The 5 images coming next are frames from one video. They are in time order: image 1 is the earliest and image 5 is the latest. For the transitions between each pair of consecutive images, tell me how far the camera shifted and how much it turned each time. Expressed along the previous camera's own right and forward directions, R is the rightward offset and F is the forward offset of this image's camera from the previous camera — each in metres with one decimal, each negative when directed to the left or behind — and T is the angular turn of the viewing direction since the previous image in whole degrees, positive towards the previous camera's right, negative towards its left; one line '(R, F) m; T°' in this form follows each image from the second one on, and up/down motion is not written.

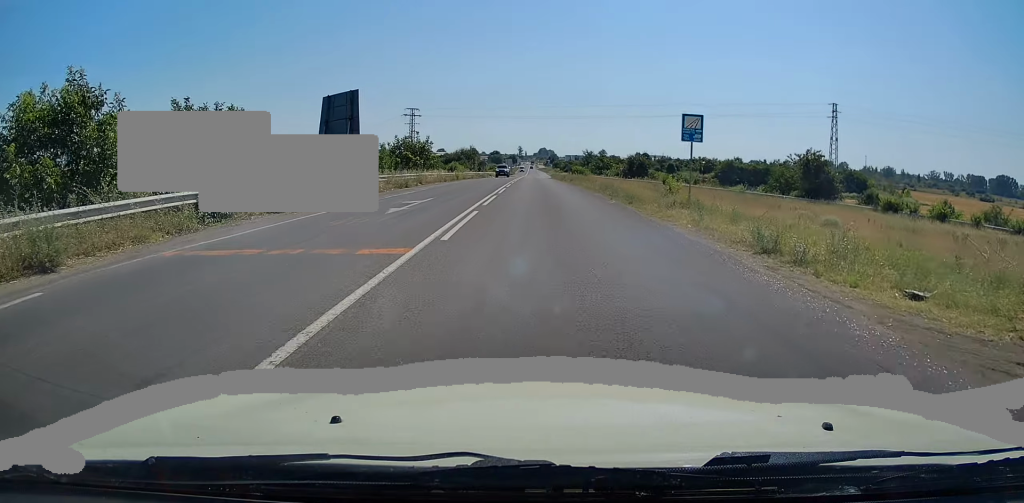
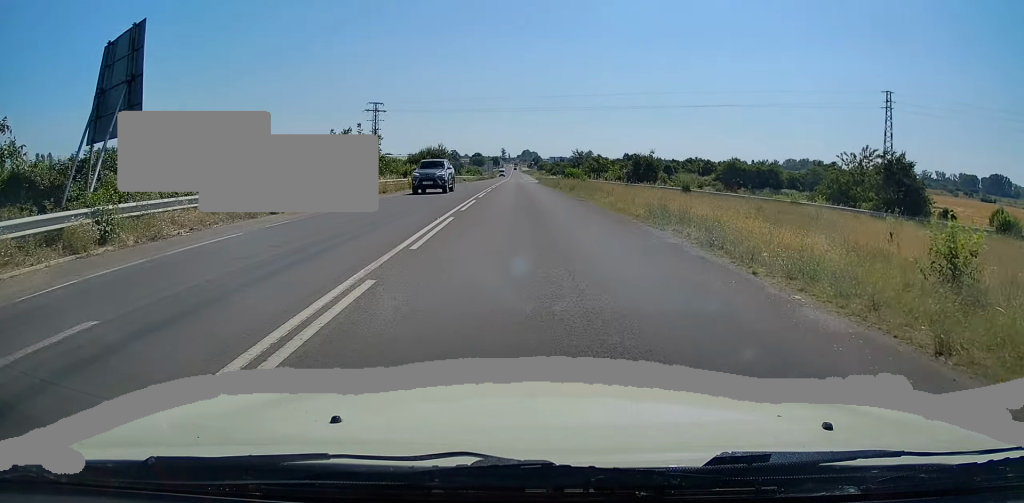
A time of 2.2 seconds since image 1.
(+0.5, +18.1) m; +2°
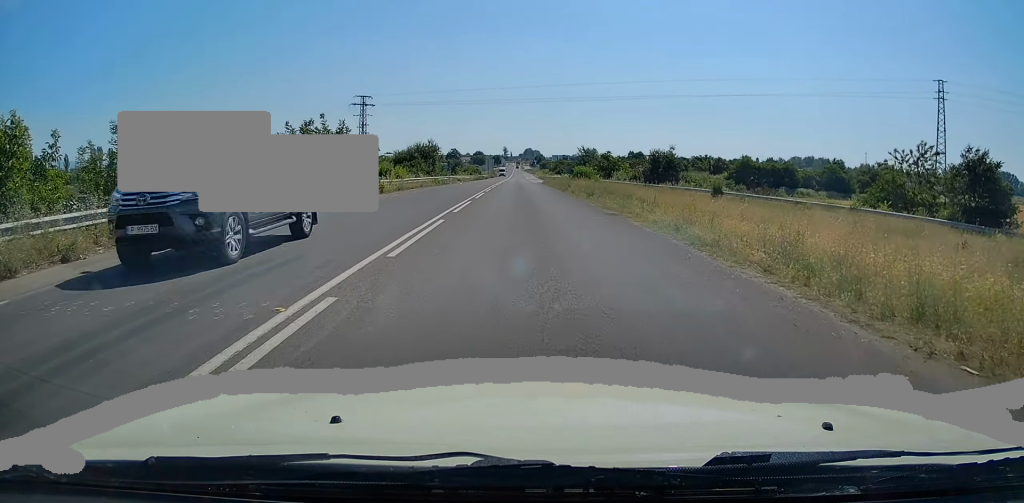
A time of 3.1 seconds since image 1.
(+0.2, +9.7) m; 0°
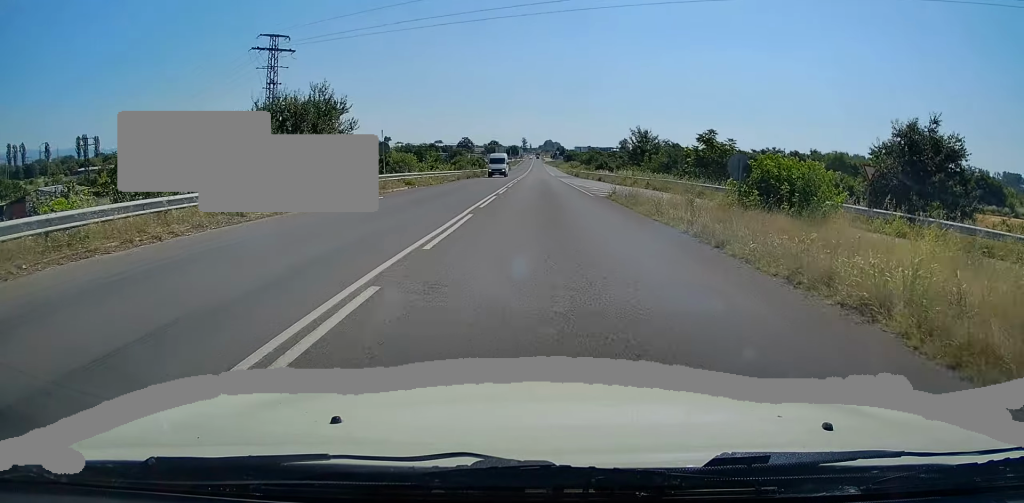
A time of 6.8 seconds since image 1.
(-1.7, +44.5) m; -2°
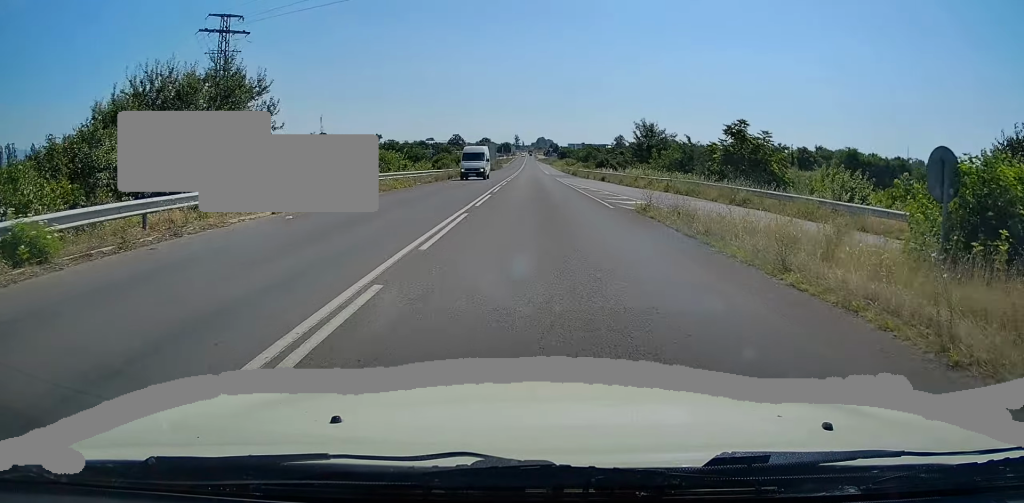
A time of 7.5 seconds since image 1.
(+0.3, +8.8) m; 0°
